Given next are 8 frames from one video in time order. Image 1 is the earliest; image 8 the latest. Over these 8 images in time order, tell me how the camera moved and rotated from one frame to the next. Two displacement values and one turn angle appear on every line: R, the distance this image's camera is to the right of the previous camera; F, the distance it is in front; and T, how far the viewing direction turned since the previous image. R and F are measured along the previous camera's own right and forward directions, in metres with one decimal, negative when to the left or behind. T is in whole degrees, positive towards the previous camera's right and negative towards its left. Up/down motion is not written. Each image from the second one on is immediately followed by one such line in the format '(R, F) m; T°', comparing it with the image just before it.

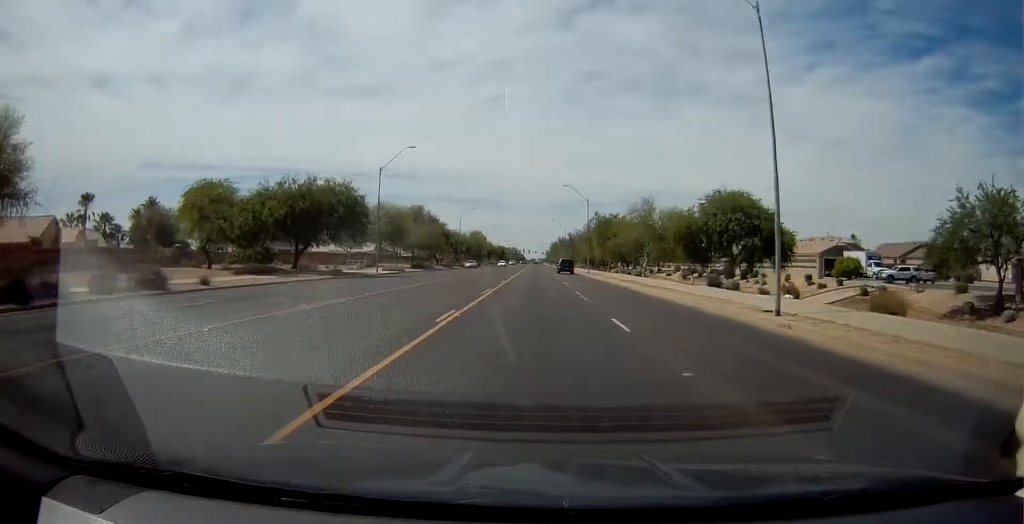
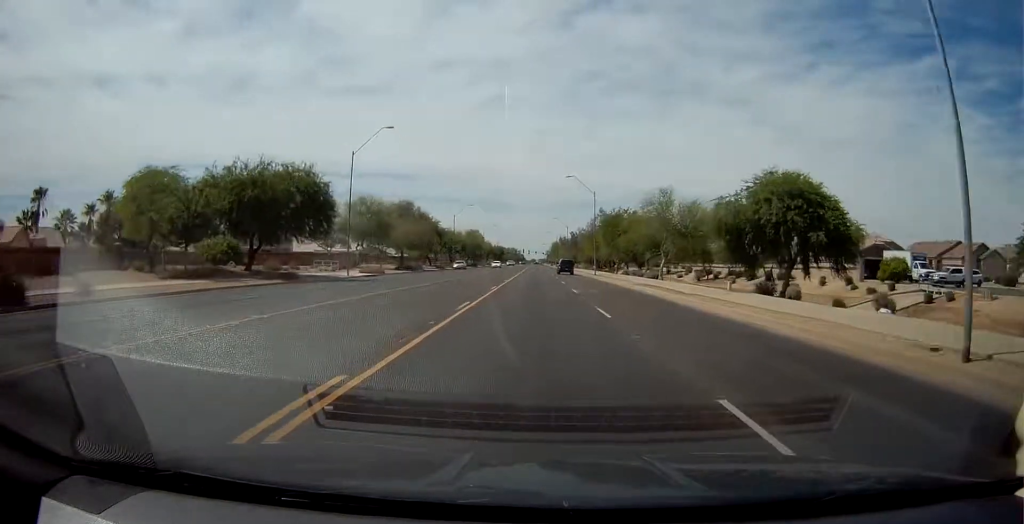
(0.0, +8.8) m; 0°
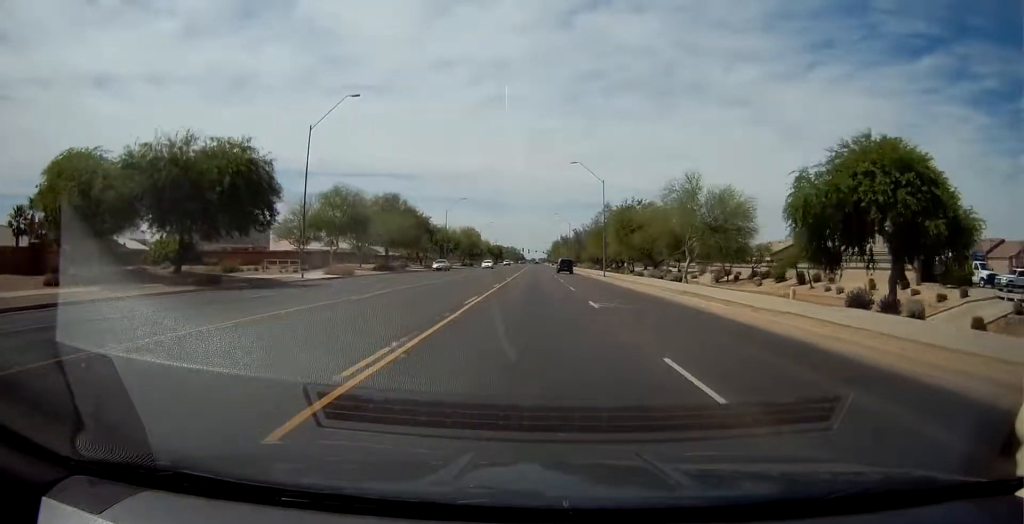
(0.0, +9.5) m; 0°
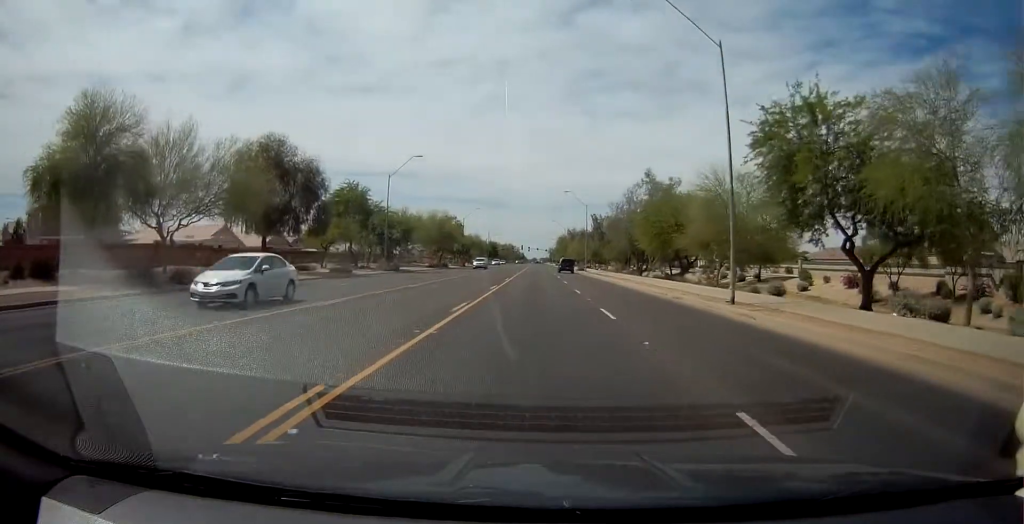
(0.0, +40.0) m; 0°
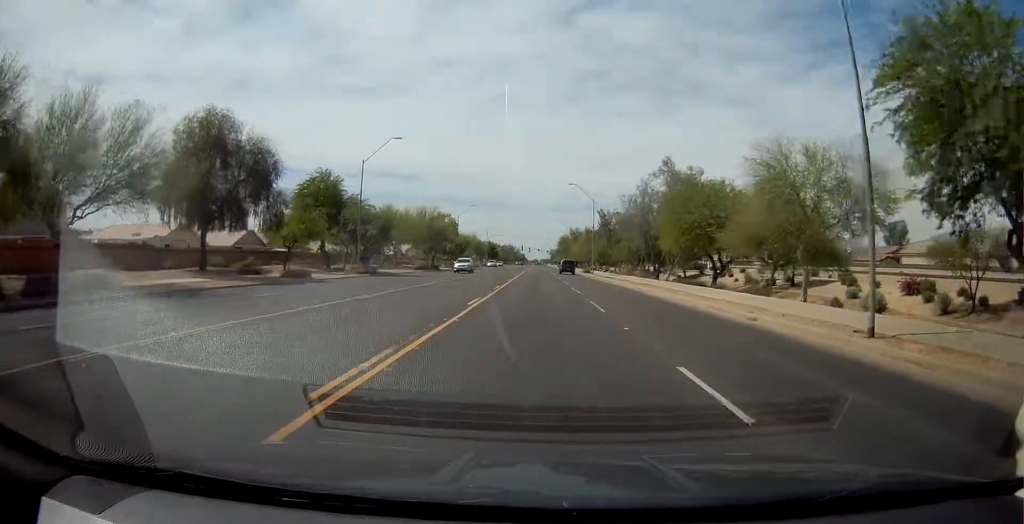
(0.0, +9.6) m; 0°
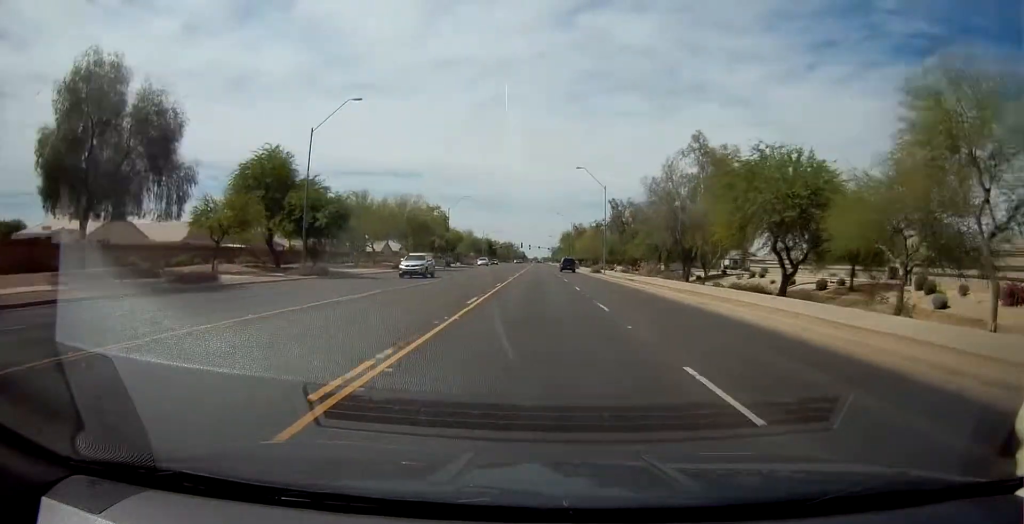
(0.0, +12.4) m; 0°
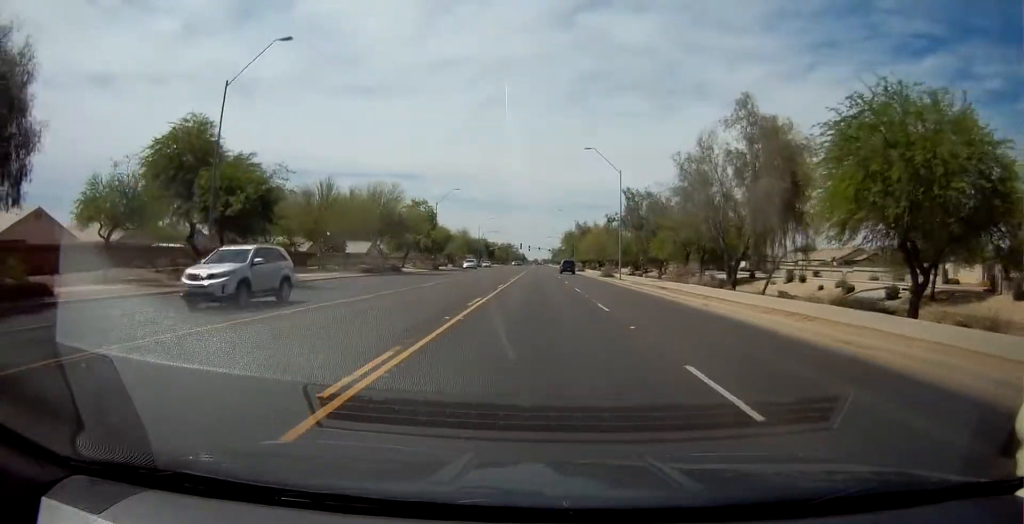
(0.0, +12.1) m; 0°
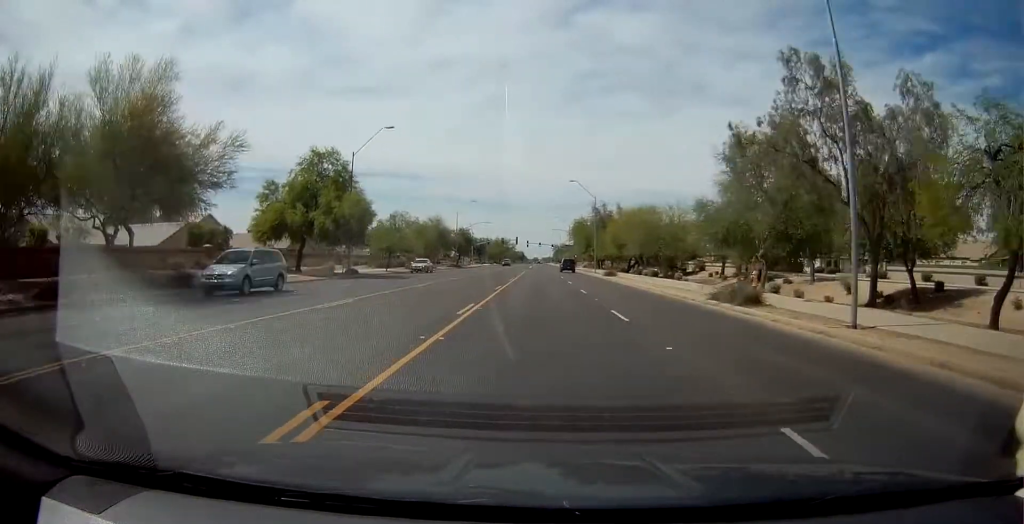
(0.0, +40.2) m; 0°
